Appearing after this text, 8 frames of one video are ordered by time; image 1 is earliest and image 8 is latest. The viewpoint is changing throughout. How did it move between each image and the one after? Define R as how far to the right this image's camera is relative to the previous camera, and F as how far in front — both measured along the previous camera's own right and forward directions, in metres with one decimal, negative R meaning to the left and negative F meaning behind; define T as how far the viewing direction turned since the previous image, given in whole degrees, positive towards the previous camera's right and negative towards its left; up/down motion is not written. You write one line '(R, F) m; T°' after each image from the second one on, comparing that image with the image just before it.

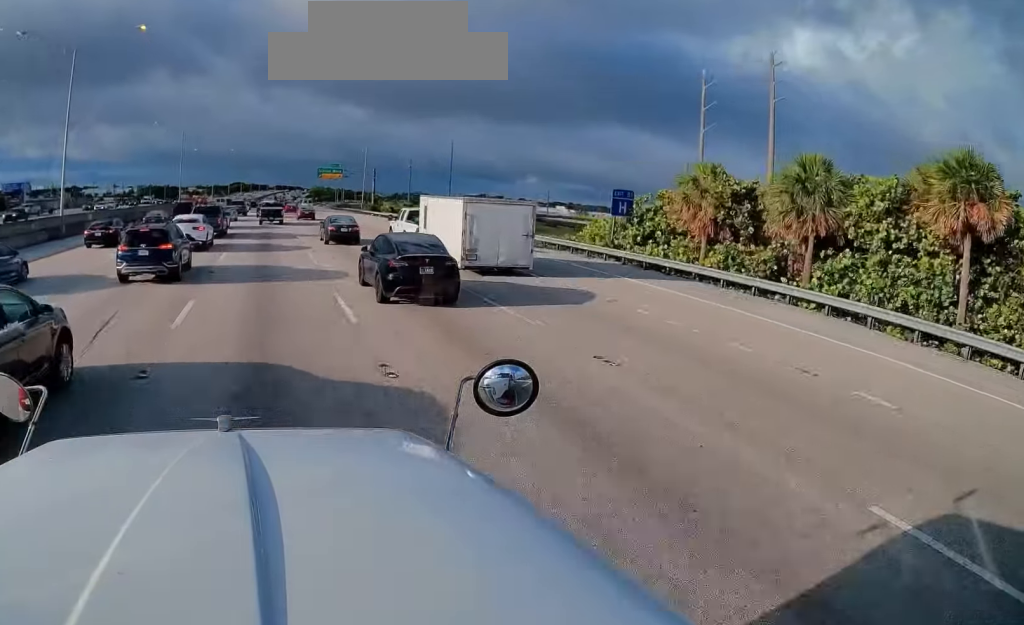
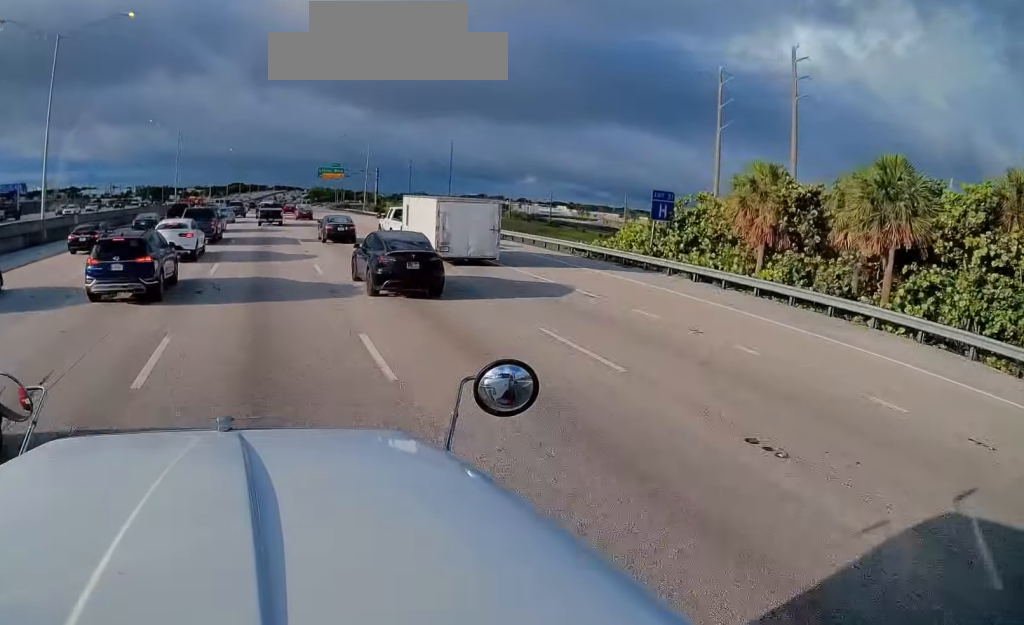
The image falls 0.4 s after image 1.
(0.0, +4.0) m; 0°
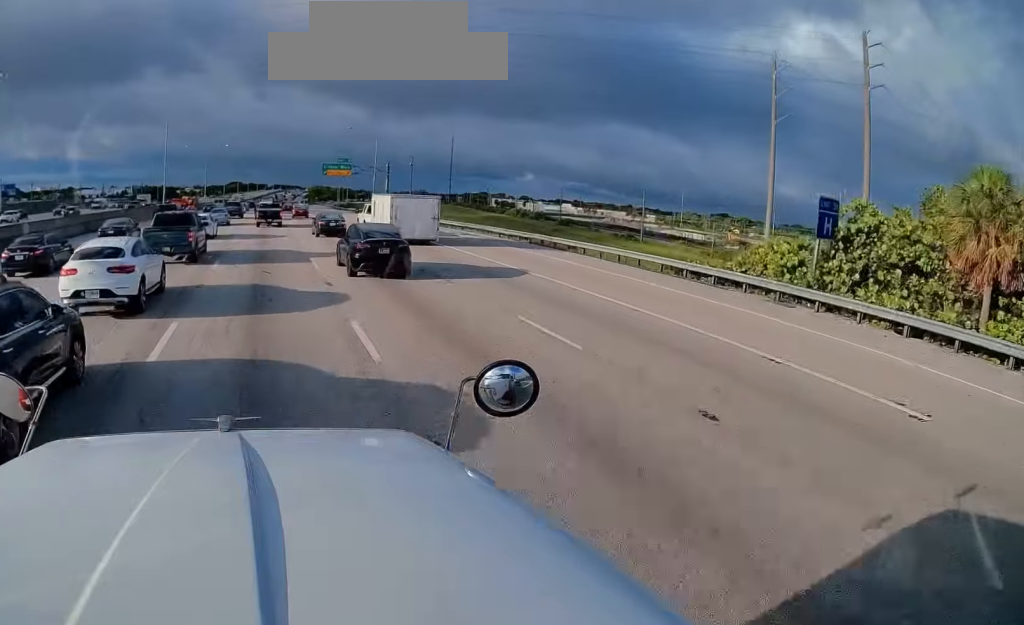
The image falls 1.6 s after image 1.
(0.0, +10.8) m; -1°
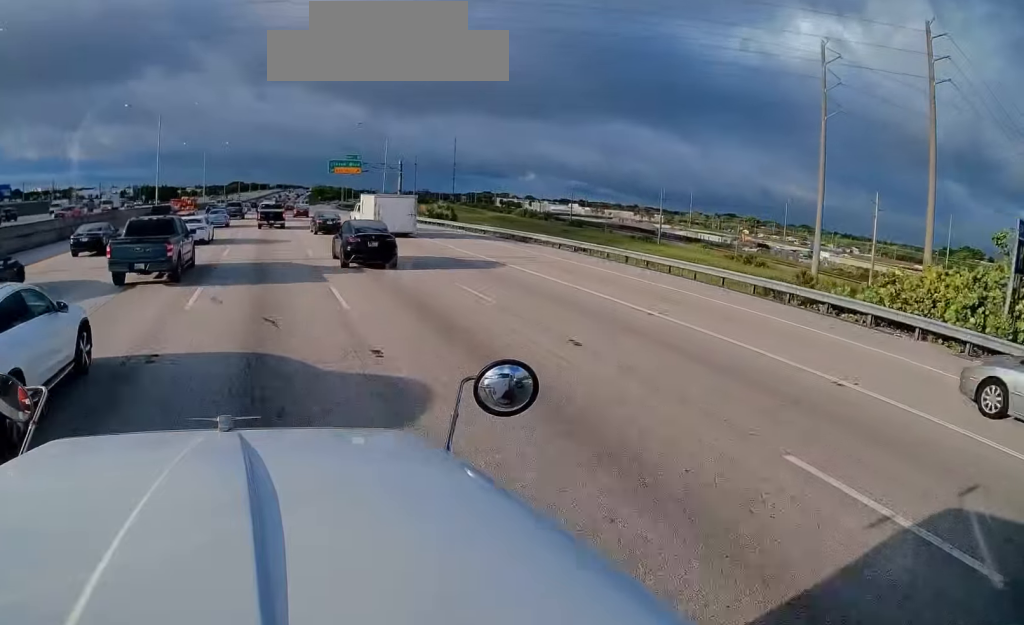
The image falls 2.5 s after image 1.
(0.0, +7.7) m; -2°
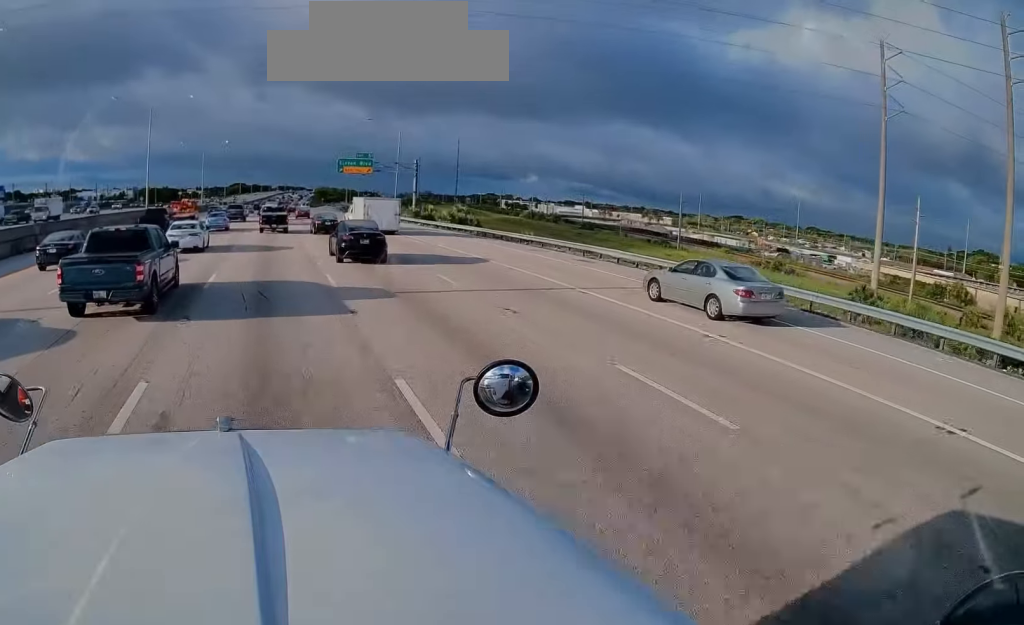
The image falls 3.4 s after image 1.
(-0.2, +8.2) m; 0°
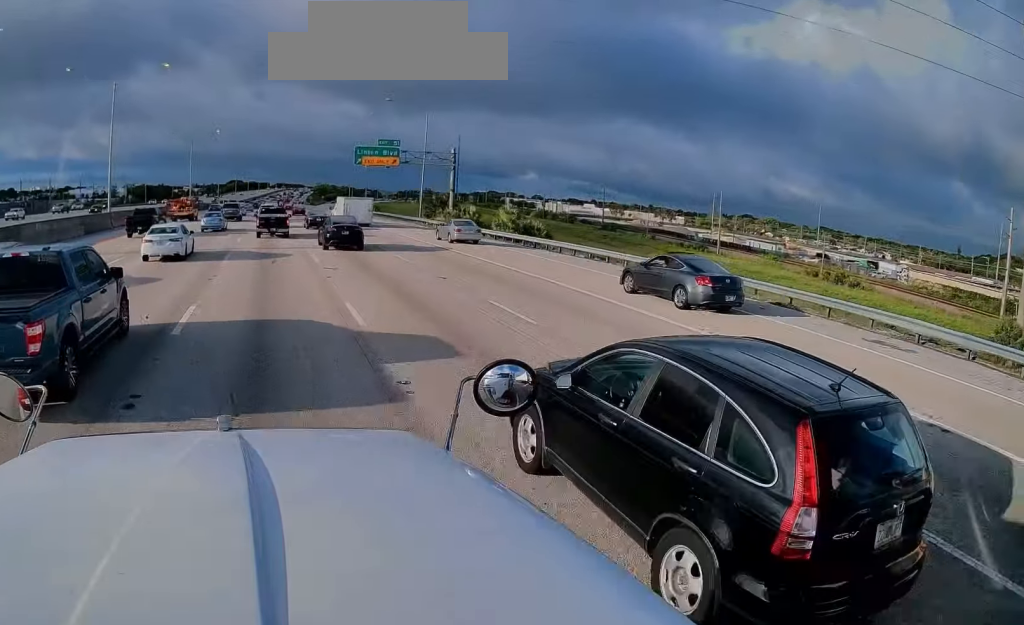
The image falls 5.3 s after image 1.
(+0.6, +17.1) m; +3°
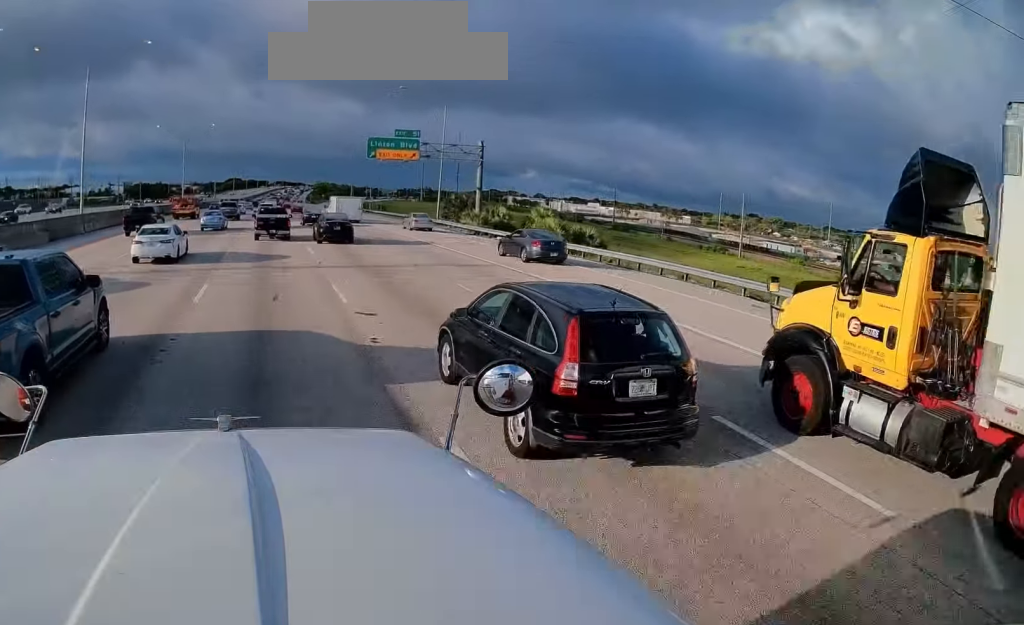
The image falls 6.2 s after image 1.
(0.0, +7.7) m; 0°
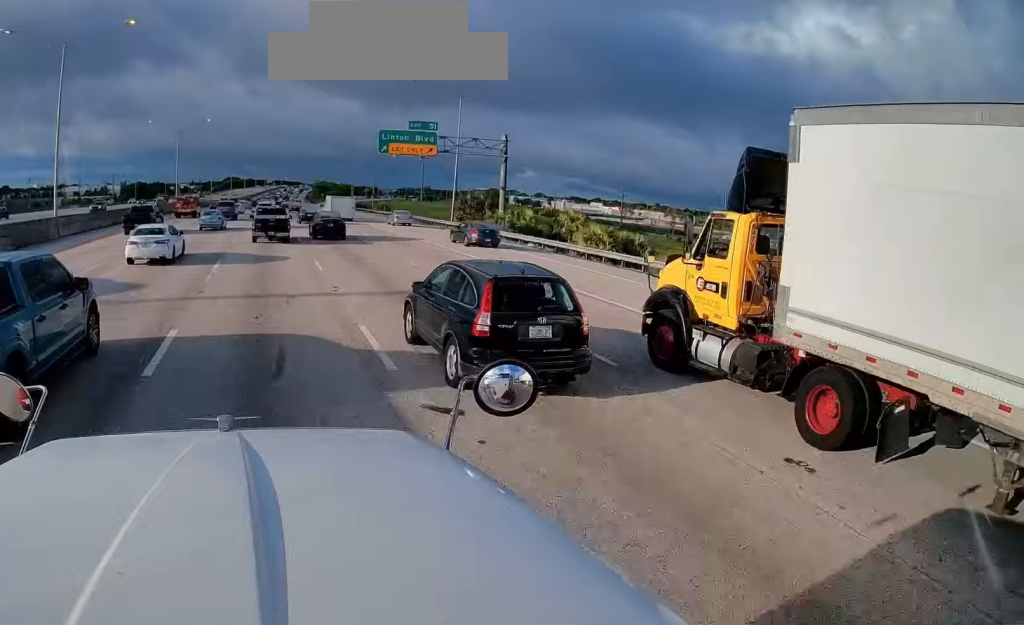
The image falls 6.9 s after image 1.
(0.0, +5.7) m; 0°
